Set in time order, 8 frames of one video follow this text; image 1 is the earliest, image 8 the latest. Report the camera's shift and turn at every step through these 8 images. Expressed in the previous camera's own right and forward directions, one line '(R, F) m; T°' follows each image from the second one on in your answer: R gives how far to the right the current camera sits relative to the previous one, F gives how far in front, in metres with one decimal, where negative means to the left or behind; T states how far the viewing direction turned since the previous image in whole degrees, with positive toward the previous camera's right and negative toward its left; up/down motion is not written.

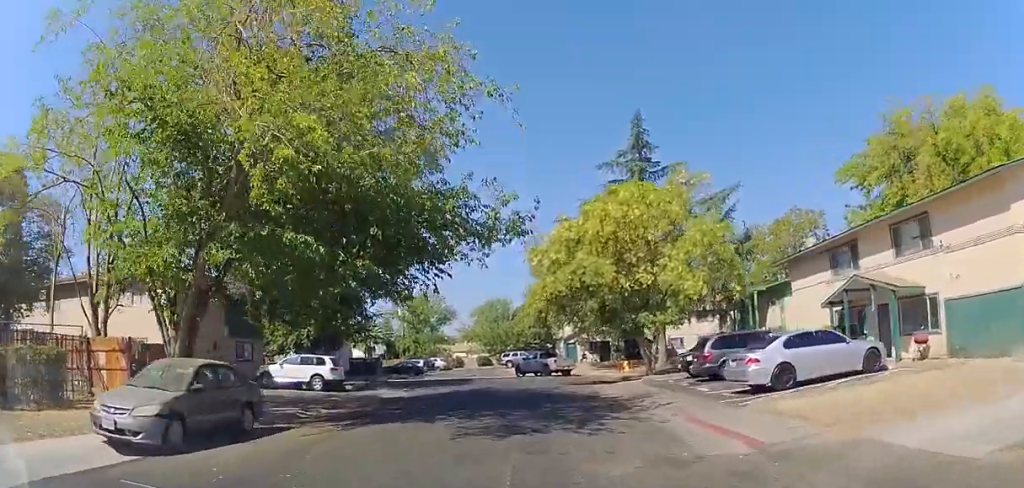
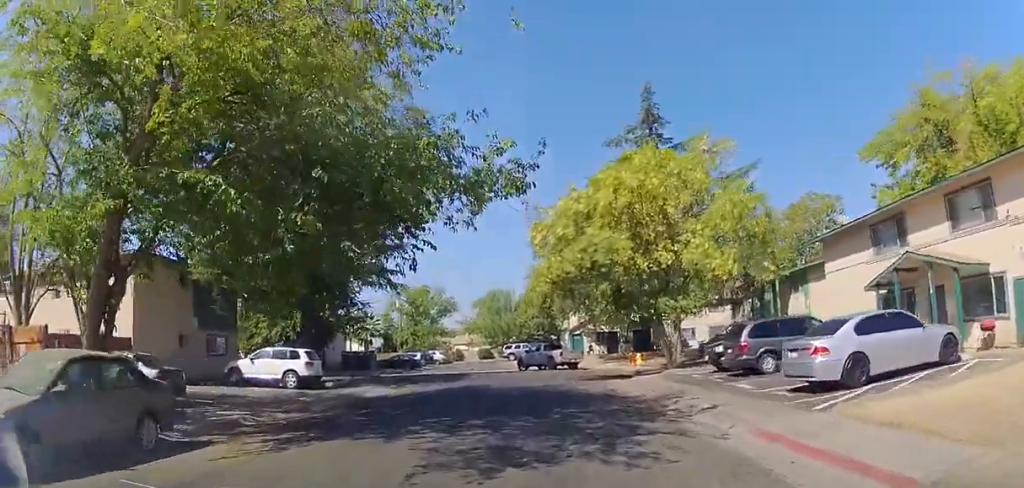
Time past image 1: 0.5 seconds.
(0.0, +3.4) m; -1°
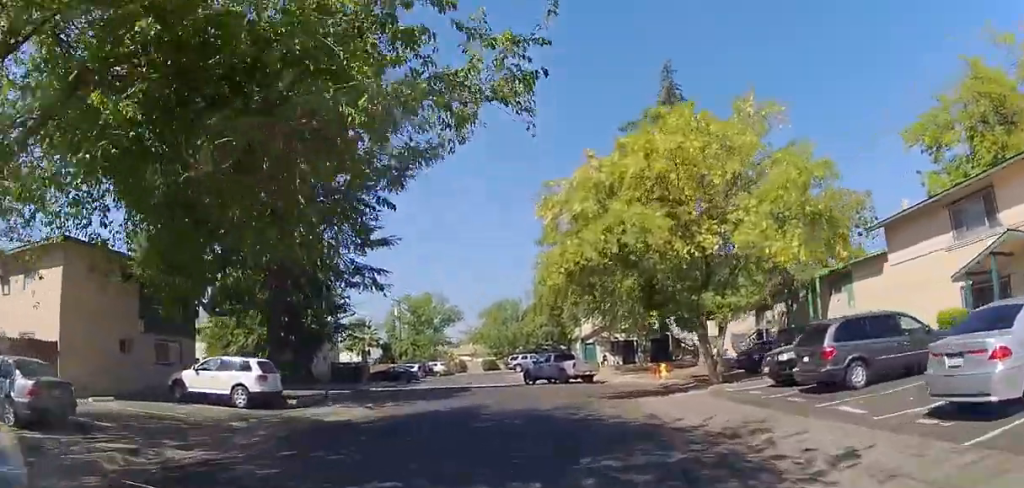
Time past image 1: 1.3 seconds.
(0.0, +5.0) m; -1°
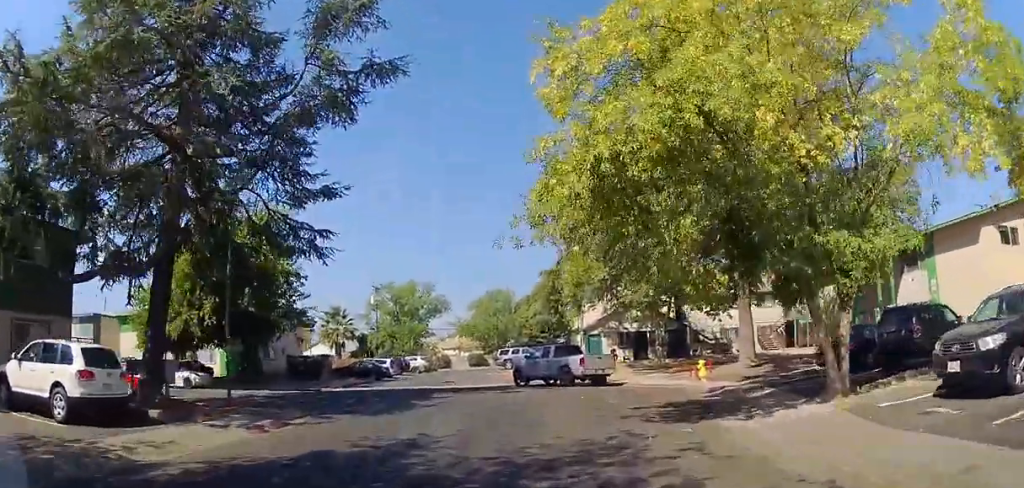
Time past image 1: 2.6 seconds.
(-0.2, +8.4) m; -1°
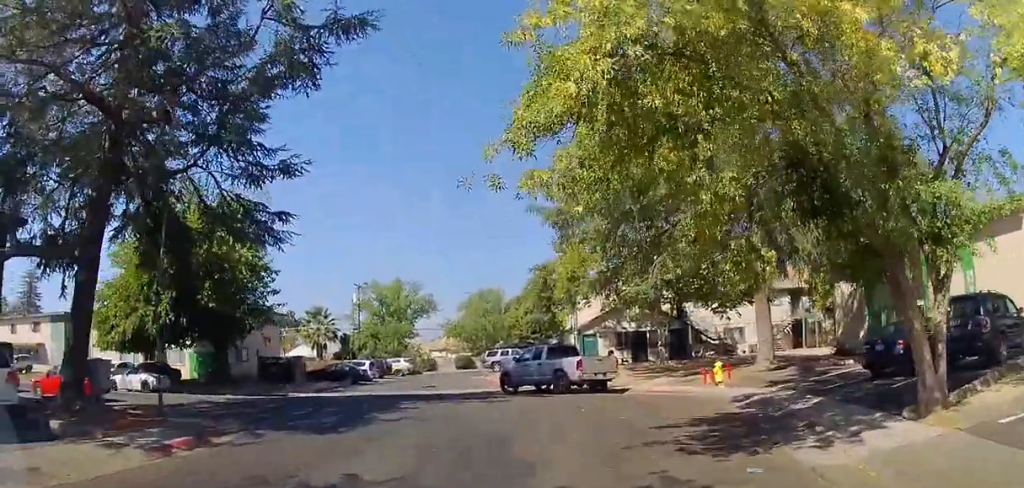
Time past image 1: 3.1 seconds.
(0.0, +3.4) m; 0°
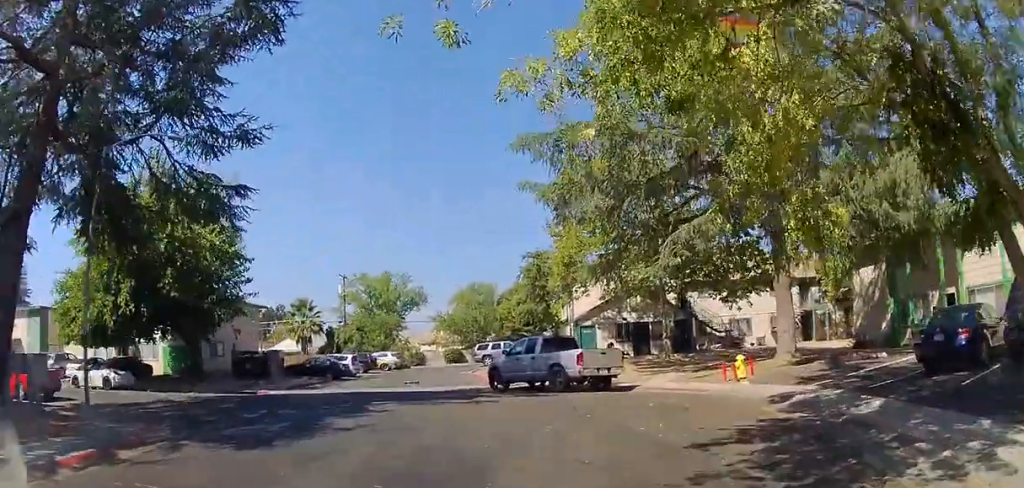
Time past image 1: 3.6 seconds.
(0.0, +2.9) m; 0°
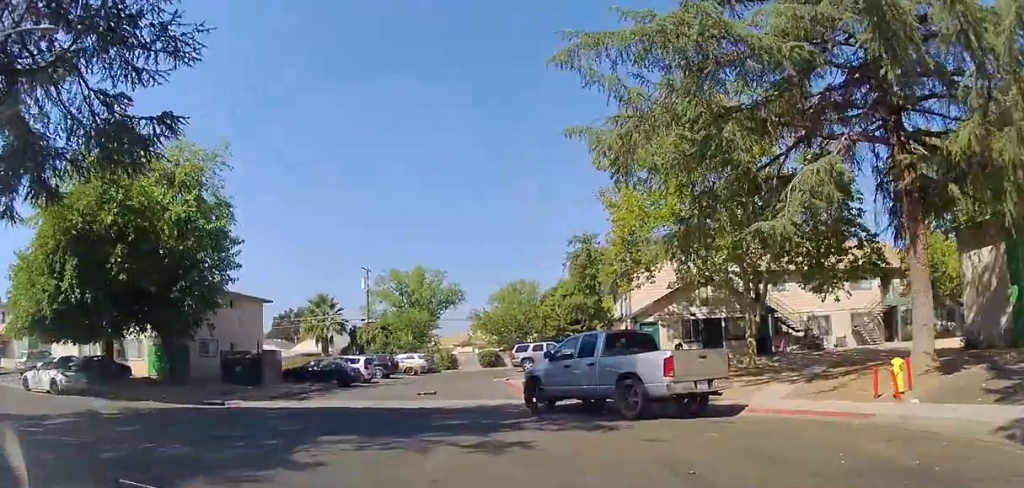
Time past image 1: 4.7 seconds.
(+0.1, +6.5) m; -6°
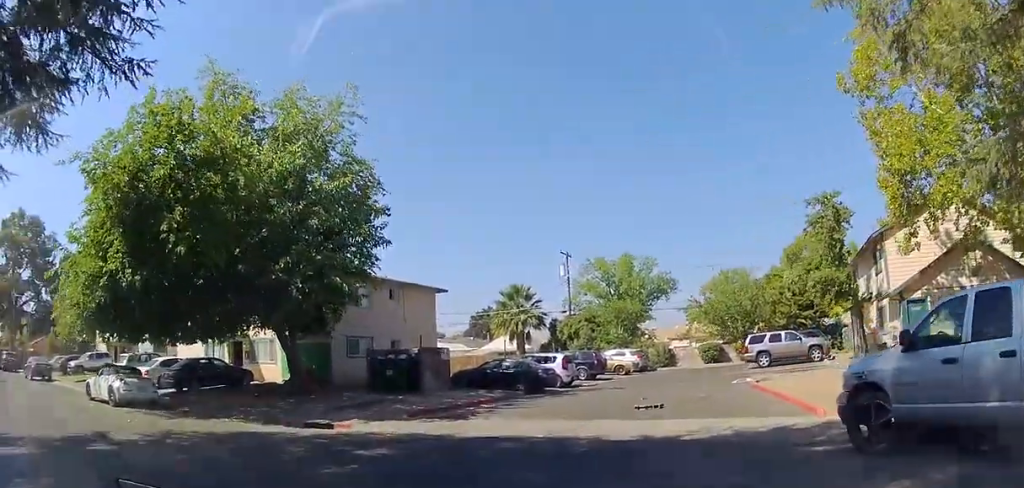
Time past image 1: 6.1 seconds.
(-1.2, +7.3) m; -21°
